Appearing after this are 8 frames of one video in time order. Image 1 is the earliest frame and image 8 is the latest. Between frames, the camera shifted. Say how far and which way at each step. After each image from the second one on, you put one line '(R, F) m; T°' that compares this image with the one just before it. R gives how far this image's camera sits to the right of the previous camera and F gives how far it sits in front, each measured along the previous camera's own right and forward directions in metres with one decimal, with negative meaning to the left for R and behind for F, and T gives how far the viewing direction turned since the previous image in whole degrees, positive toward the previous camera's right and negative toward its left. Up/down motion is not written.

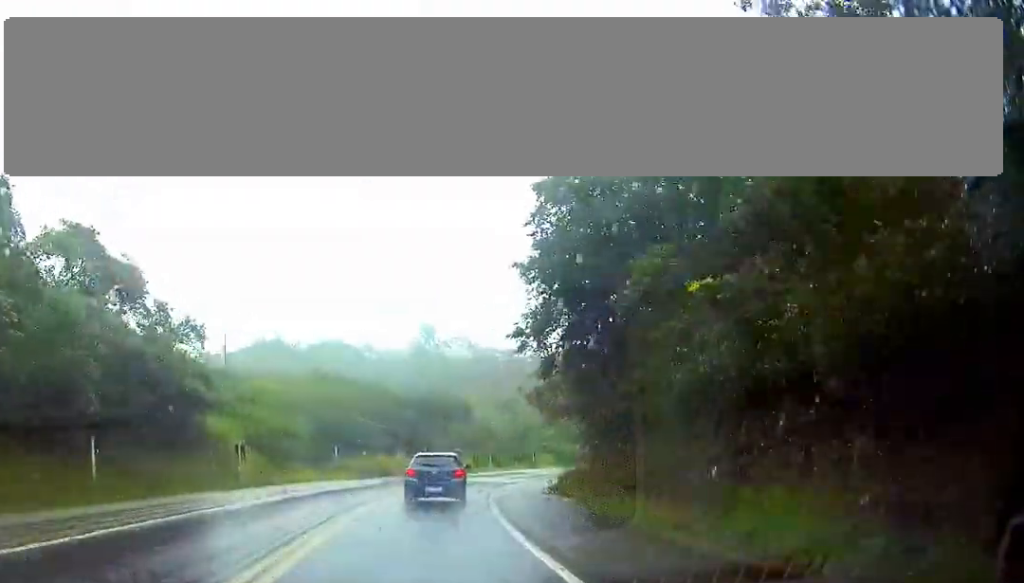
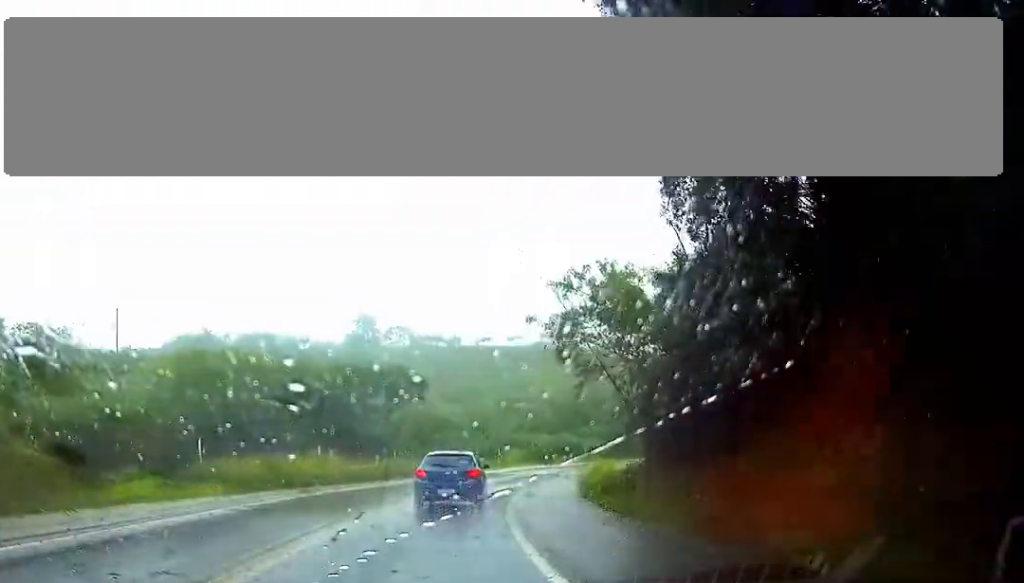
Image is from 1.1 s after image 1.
(+1.0, +21.1) m; +3°
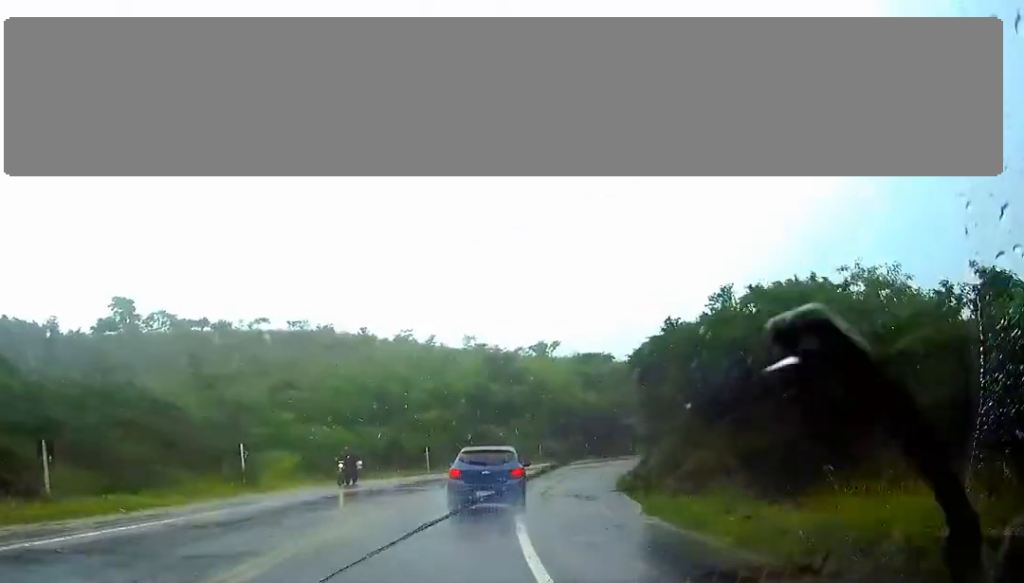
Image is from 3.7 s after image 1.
(+5.6, +47.1) m; +17°
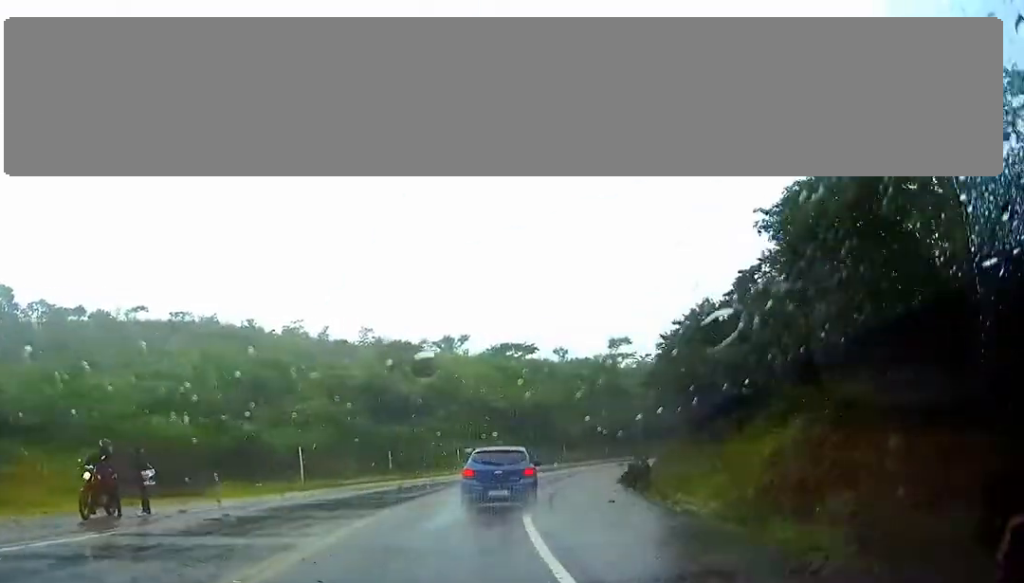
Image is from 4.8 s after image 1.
(+1.7, +19.3) m; +7°
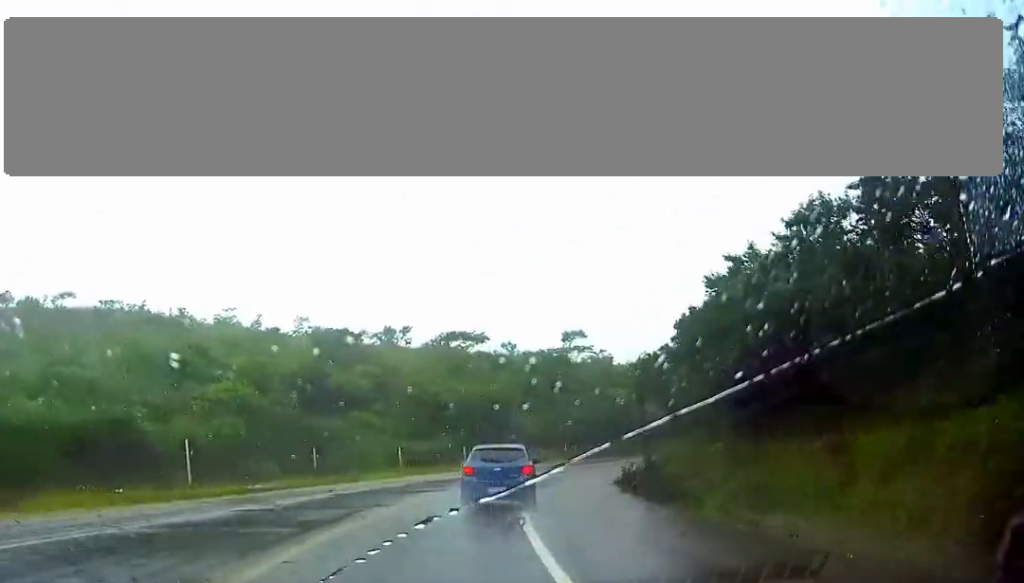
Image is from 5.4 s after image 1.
(+0.3, +10.1) m; +3°
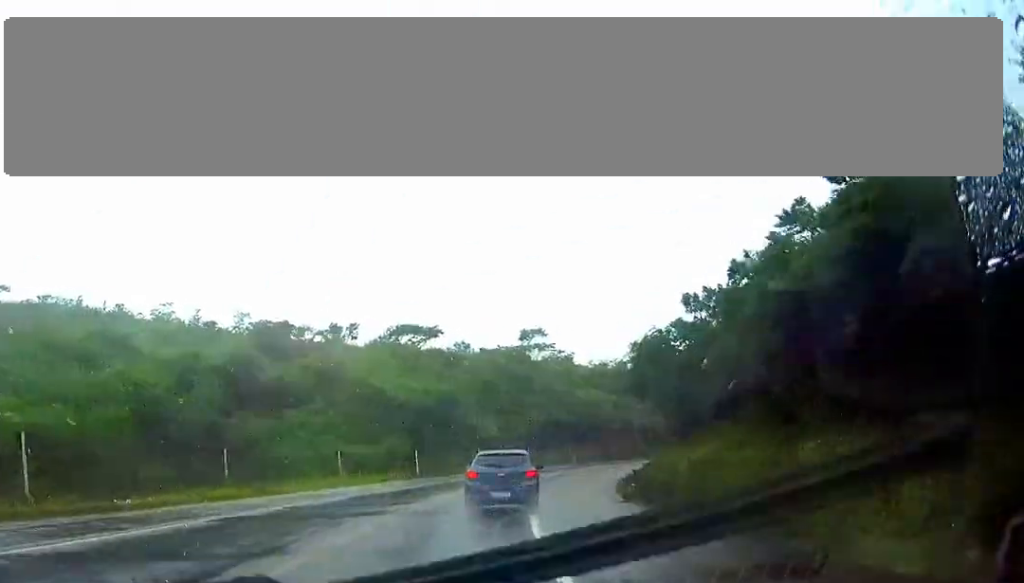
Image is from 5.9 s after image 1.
(-0.2, +8.9) m; +2°
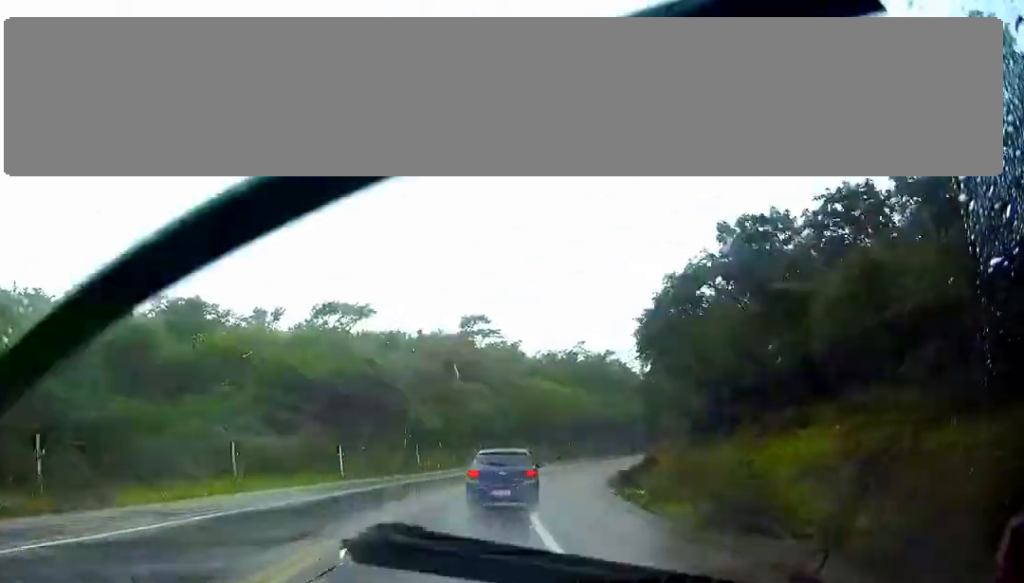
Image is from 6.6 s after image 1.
(+0.5, +11.3) m; +4°
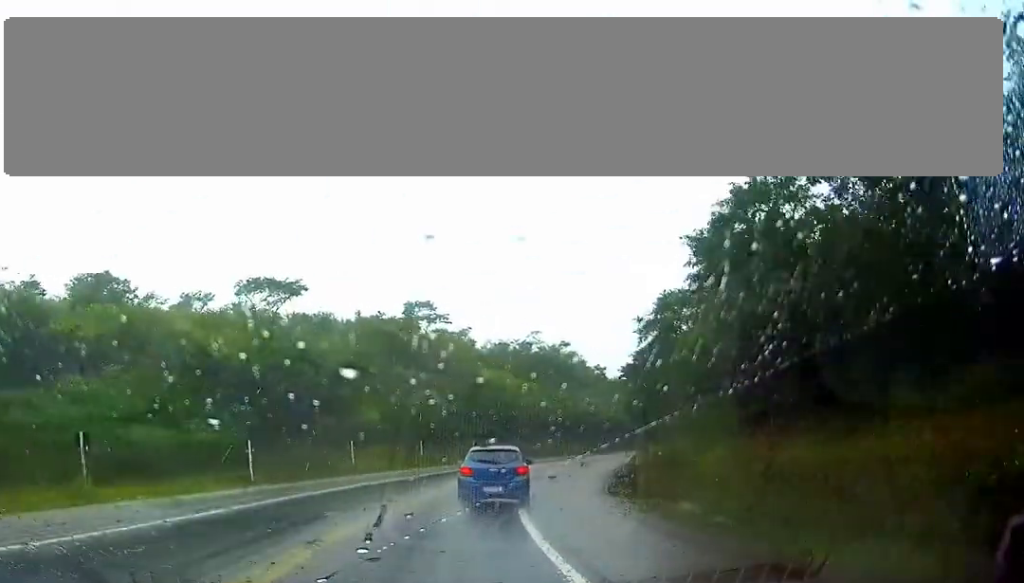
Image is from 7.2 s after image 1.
(+0.3, +10.3) m; +4°
